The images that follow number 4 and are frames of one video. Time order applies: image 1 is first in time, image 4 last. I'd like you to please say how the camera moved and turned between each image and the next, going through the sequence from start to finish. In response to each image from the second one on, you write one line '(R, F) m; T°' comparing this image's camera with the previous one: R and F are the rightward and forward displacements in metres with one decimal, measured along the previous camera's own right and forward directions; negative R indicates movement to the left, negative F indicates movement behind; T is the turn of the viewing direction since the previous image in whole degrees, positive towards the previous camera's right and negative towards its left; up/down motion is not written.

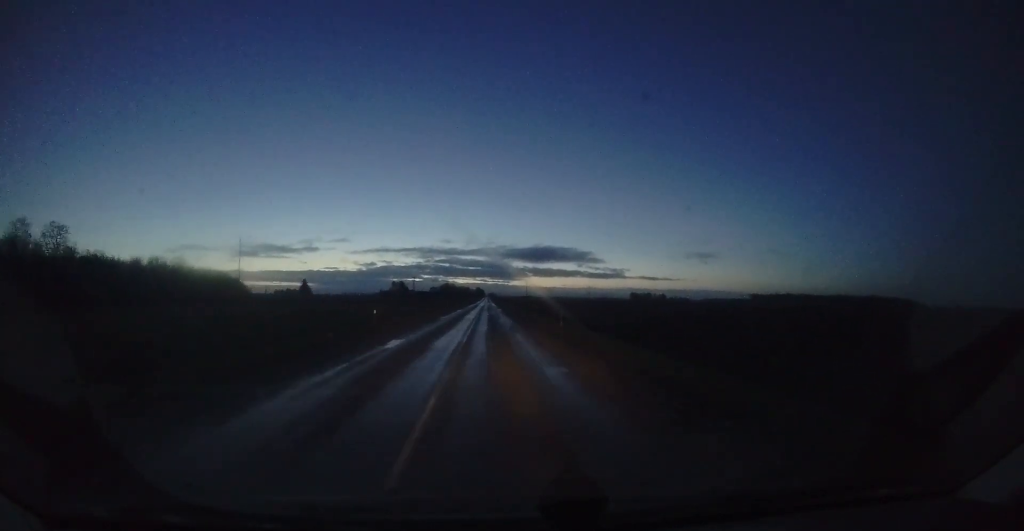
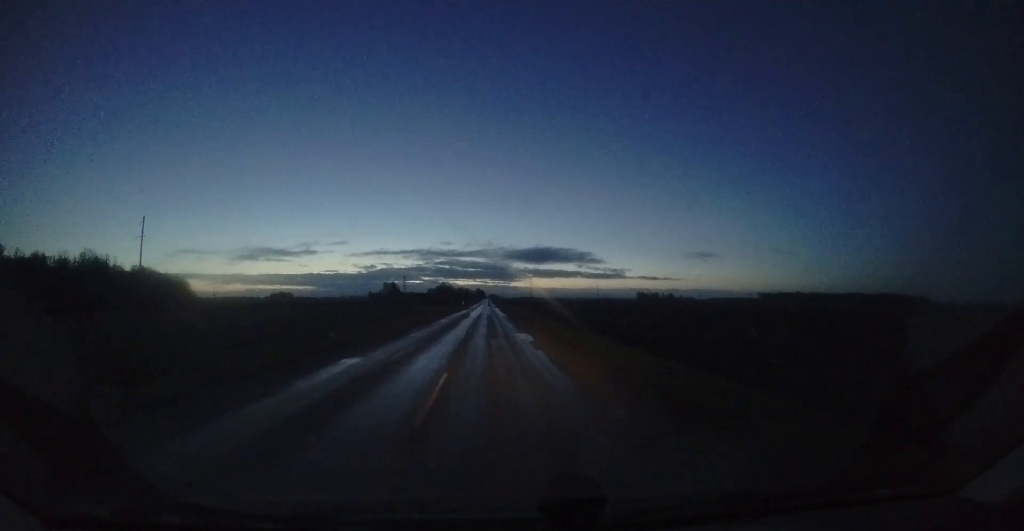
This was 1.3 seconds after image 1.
(-0.2, +33.9) m; 0°
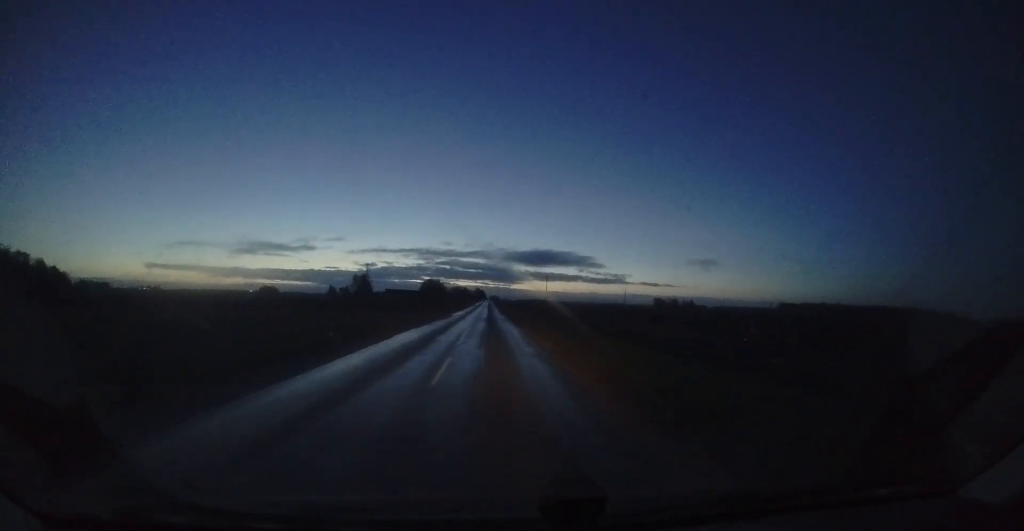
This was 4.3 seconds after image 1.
(+0.1, +81.5) m; +1°
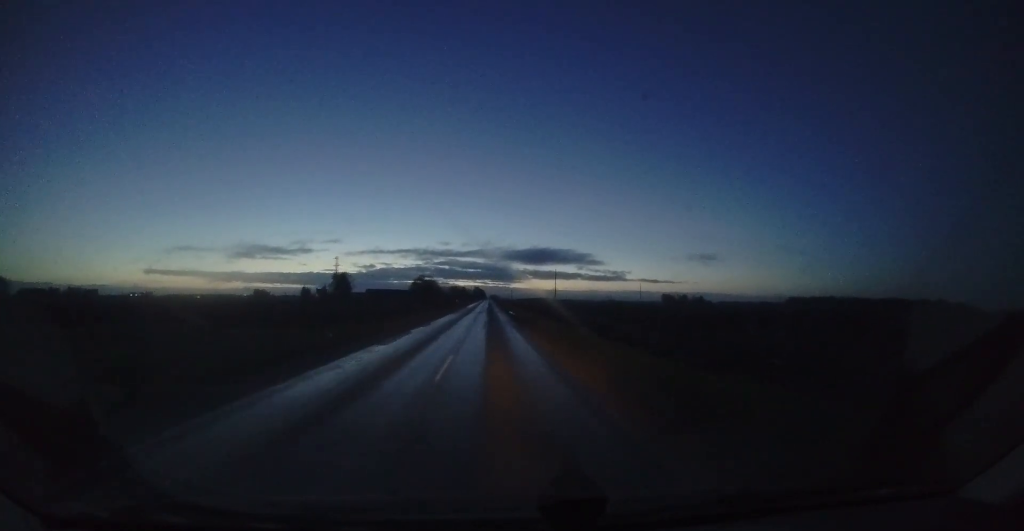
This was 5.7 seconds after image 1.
(-0.6, +35.5) m; -2°
